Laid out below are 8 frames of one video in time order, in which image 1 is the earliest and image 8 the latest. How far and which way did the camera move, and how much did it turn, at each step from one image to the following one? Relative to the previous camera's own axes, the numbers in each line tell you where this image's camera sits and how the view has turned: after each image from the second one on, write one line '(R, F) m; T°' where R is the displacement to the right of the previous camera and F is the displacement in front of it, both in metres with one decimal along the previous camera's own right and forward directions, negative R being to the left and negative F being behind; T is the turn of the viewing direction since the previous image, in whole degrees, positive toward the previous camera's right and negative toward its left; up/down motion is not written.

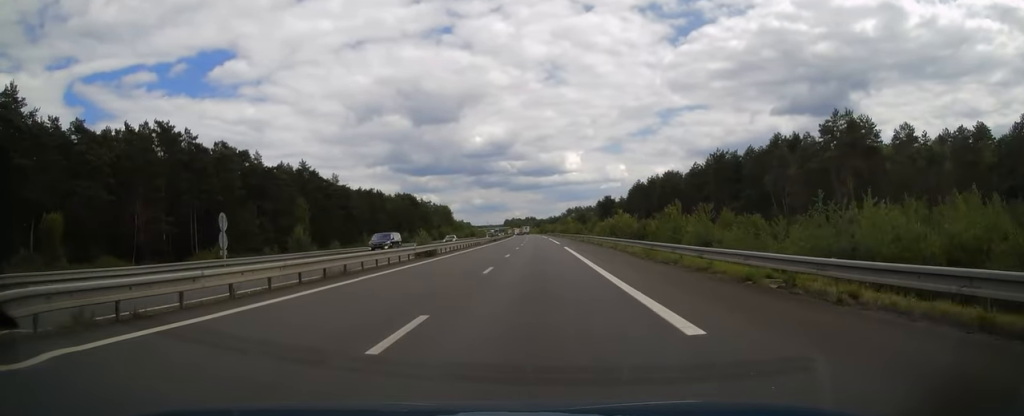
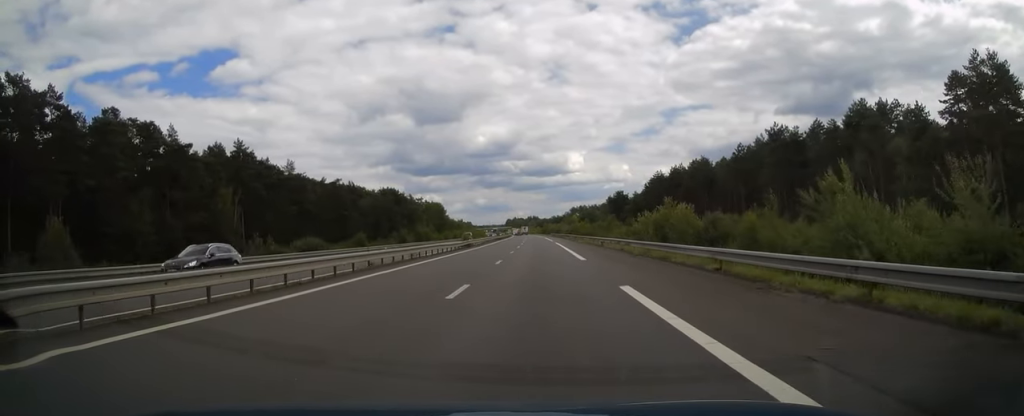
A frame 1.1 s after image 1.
(0.0, +32.9) m; 0°
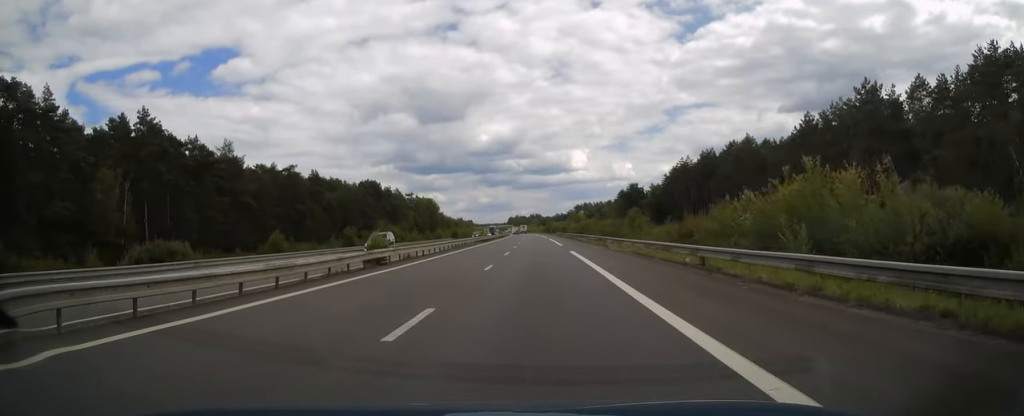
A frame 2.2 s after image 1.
(-0.1, +30.5) m; 0°
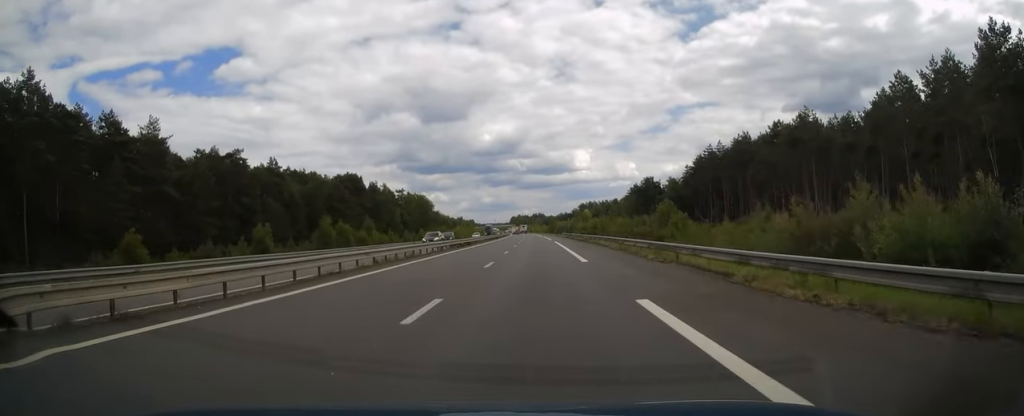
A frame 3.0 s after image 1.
(0.0, +24.6) m; 0°
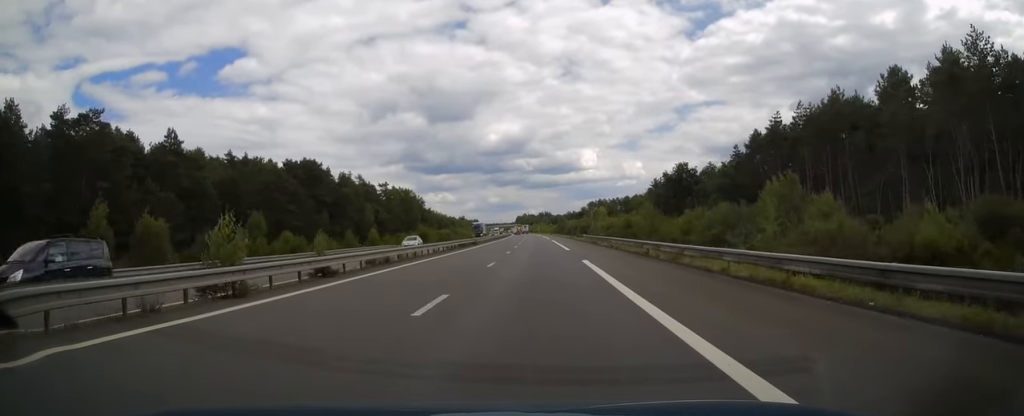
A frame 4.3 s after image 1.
(-0.2, +37.9) m; -1°
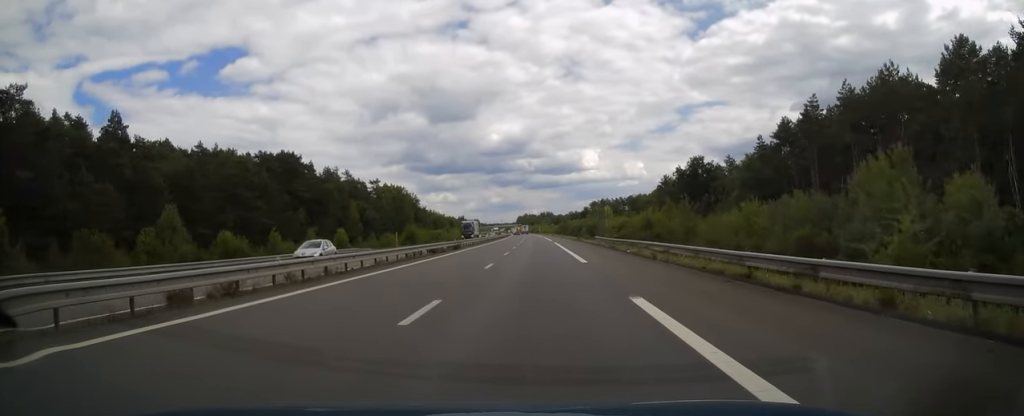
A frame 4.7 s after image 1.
(-0.1, +13.7) m; 0°
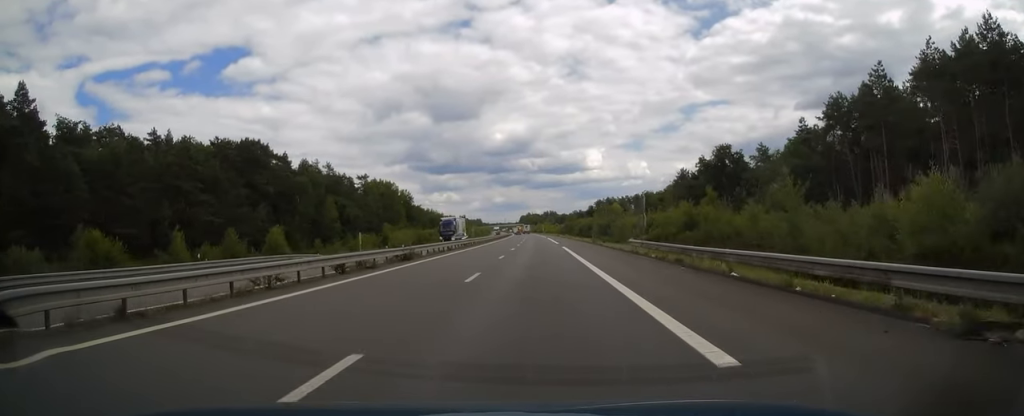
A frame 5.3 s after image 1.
(0.0, +18.2) m; 0°
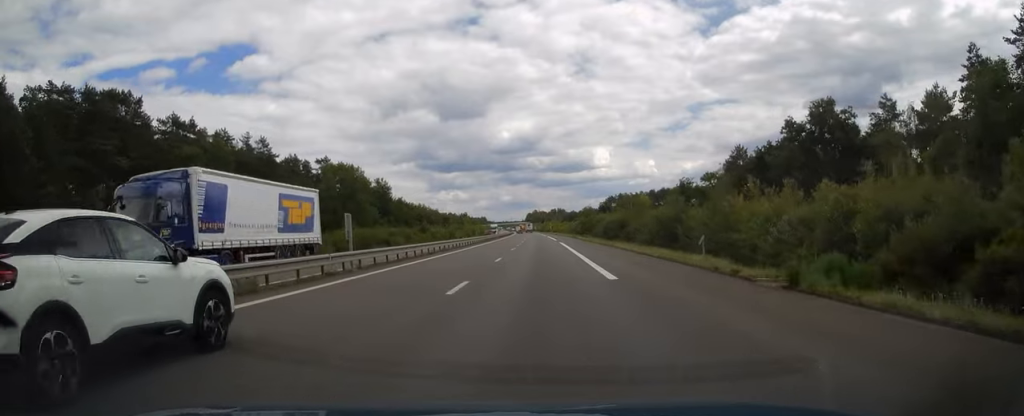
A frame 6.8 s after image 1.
(-0.2, +42.3) m; -1°
